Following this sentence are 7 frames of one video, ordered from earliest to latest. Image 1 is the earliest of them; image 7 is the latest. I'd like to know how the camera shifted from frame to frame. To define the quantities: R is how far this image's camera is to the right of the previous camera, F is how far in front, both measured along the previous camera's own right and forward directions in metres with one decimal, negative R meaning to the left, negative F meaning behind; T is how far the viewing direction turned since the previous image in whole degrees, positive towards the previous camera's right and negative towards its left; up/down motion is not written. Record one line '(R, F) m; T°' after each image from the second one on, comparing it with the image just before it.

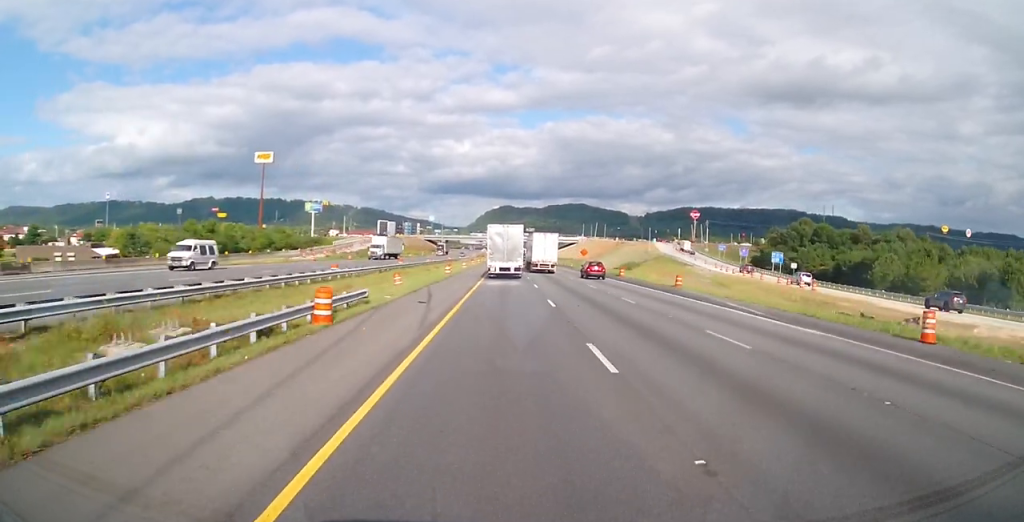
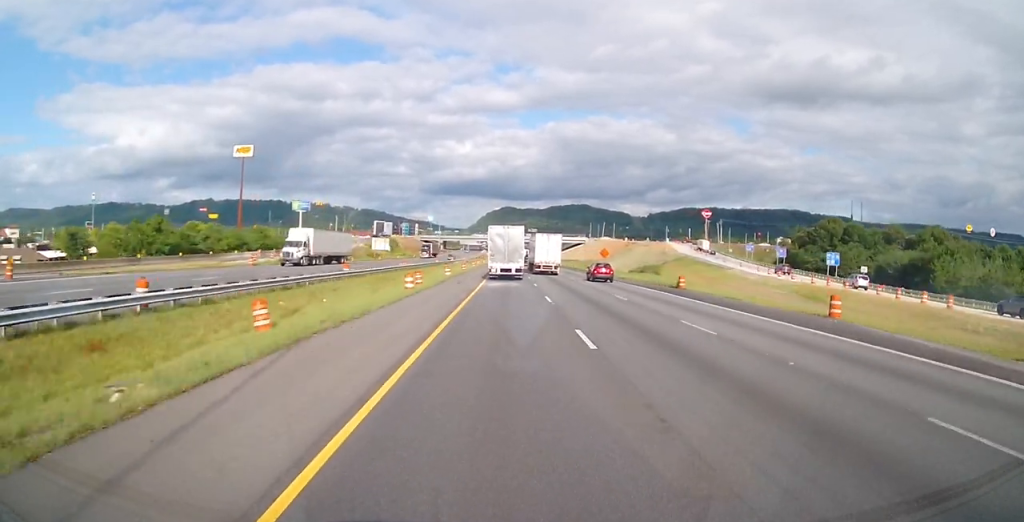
(+0.4, +21.9) m; 0°
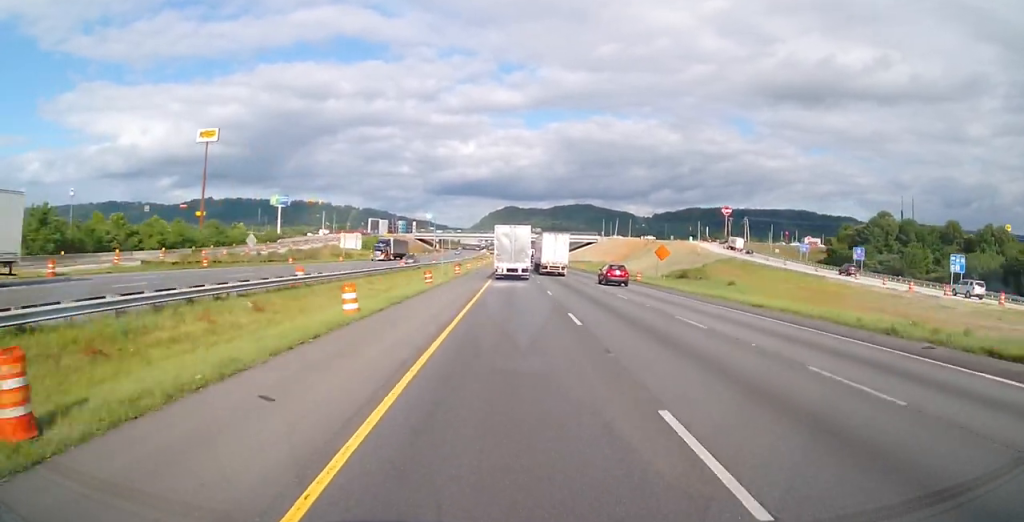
(+0.2, +32.1) m; 0°
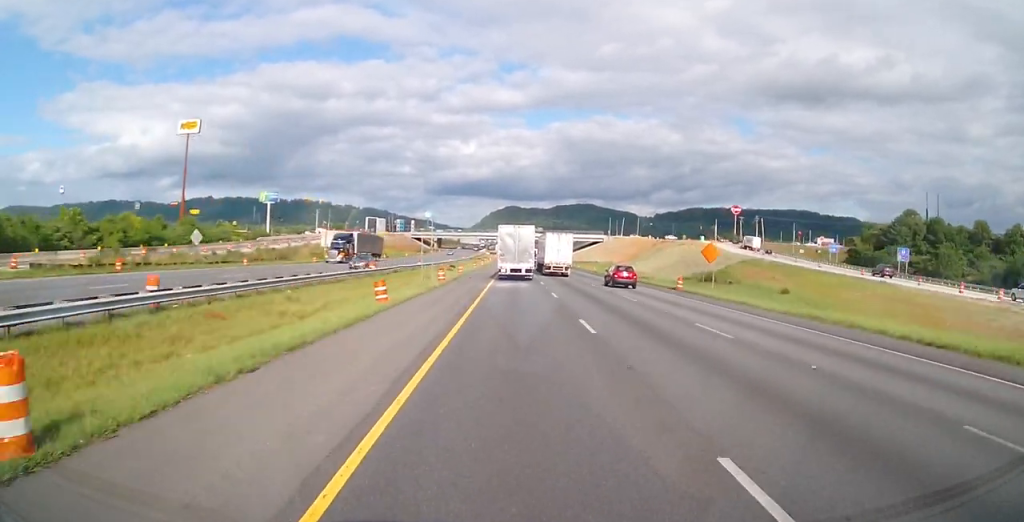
(0.0, +13.7) m; 0°
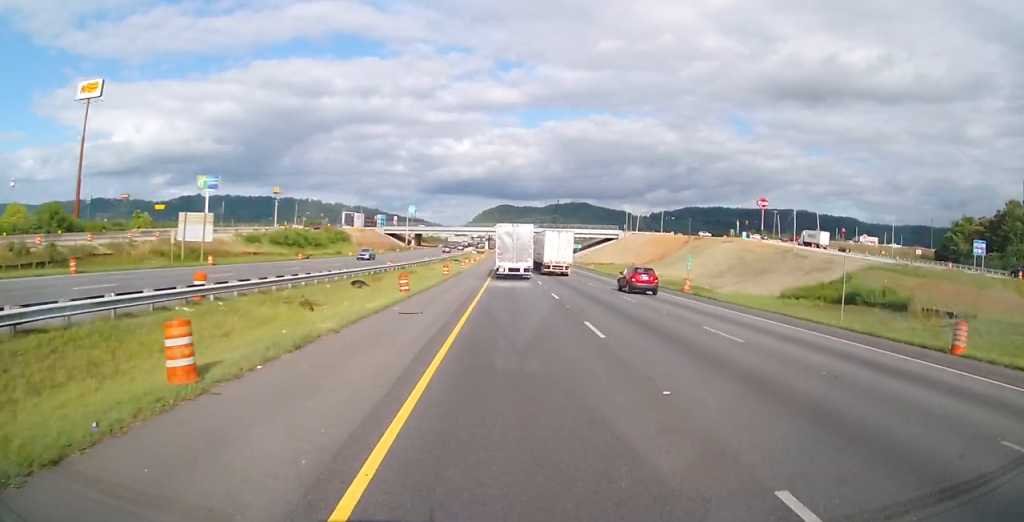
(-0.3, +49.3) m; 0°
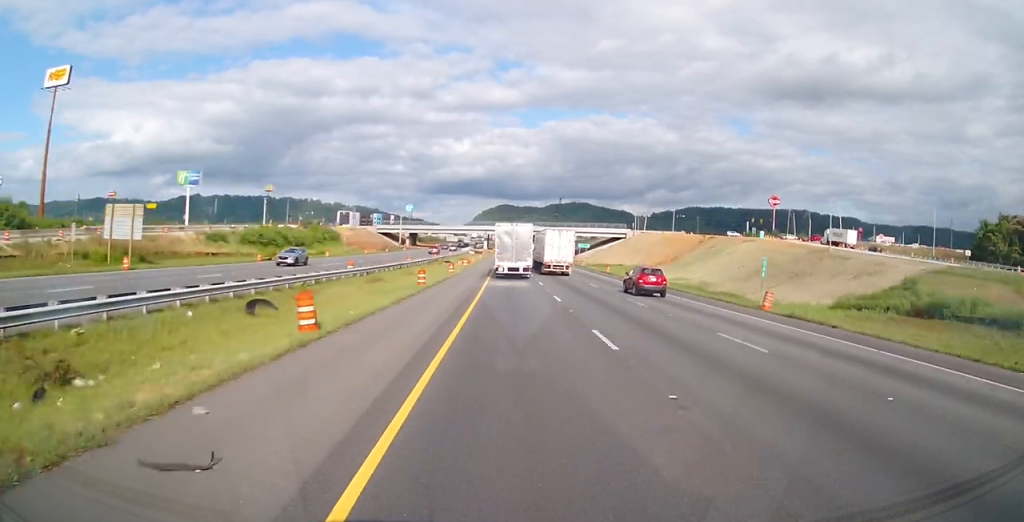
(+0.1, +13.6) m; 0°
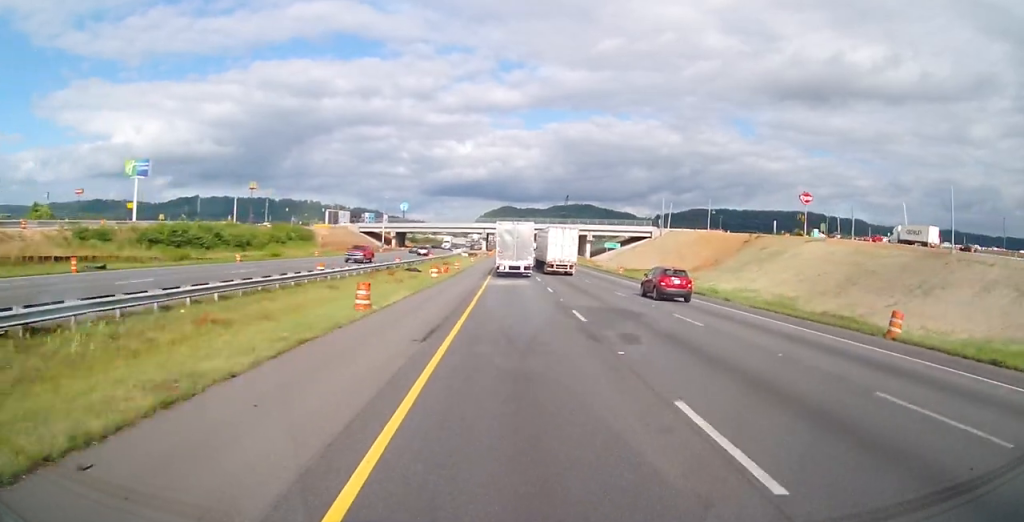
(0.0, +31.9) m; 0°
